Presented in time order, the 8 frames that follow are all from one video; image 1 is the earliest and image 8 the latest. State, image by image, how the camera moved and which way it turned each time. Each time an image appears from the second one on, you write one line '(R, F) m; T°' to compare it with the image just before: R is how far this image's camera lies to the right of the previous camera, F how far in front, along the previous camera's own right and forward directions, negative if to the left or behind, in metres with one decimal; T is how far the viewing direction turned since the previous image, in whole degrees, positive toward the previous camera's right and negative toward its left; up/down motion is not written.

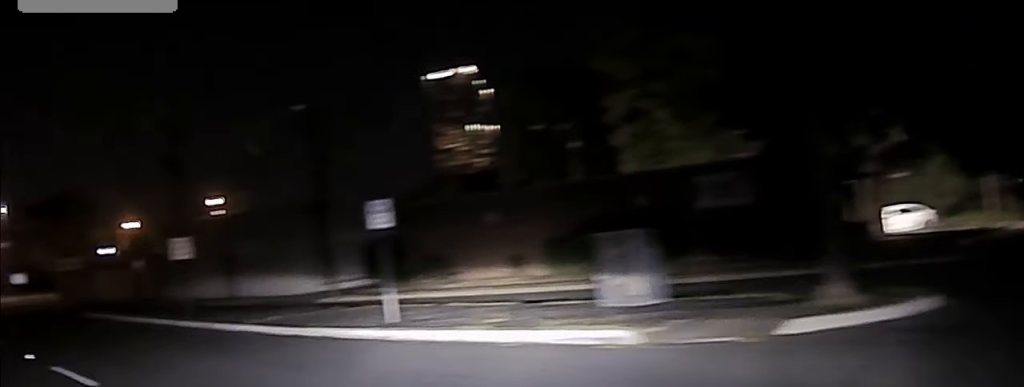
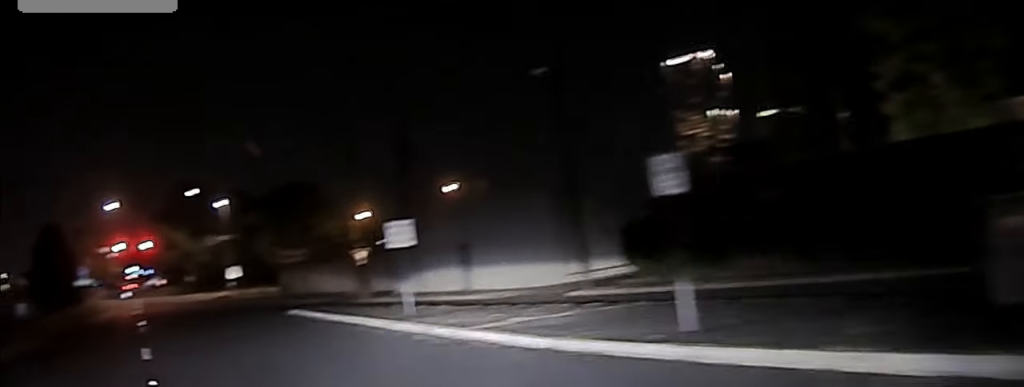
(-1.5, +7.5) m; -11°
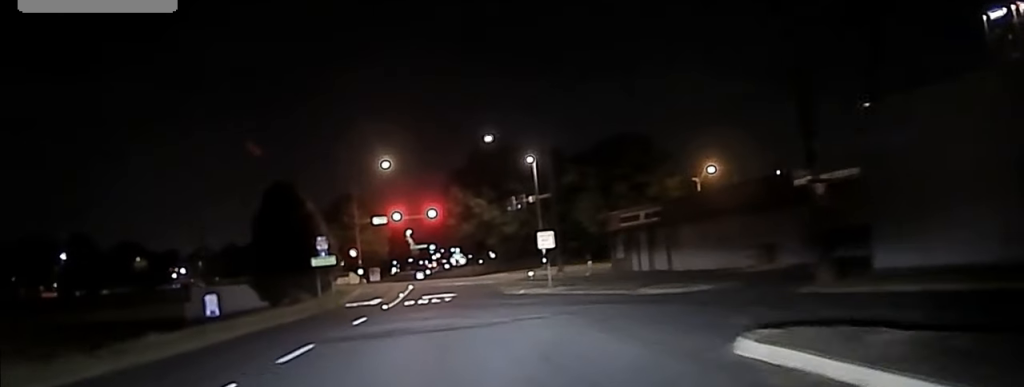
(-4.6, +27.0) m; -12°
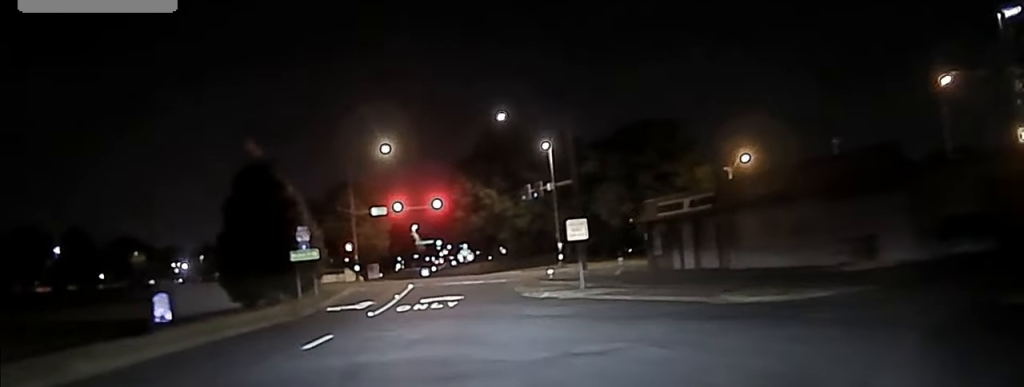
(0.0, +9.6) m; 0°
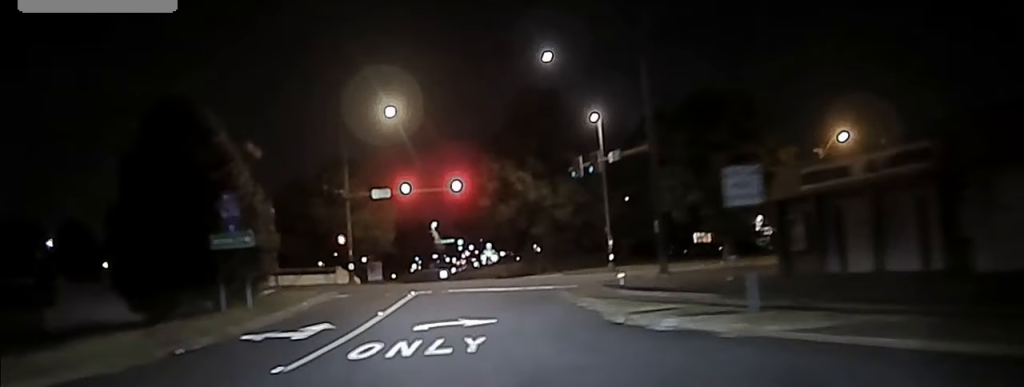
(0.0, +17.7) m; 0°
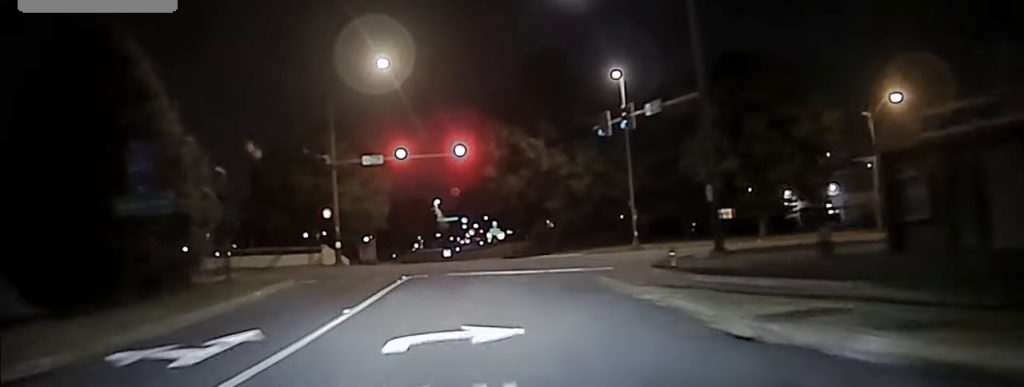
(0.0, +8.3) m; 0°
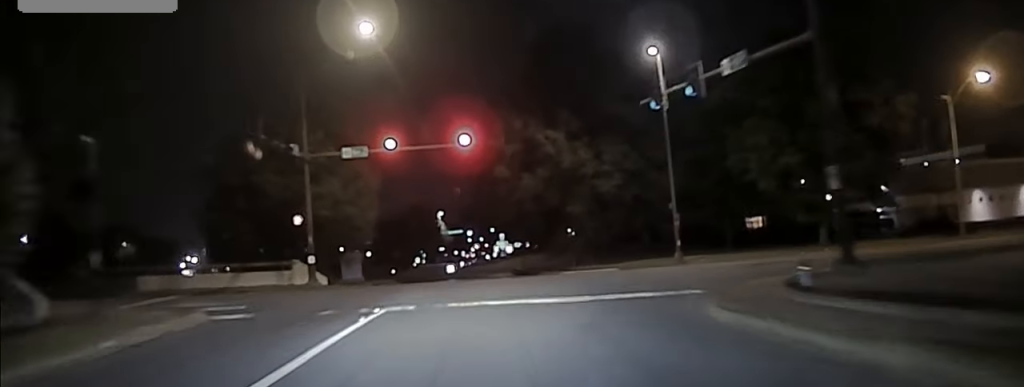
(0.0, +10.2) m; 0°
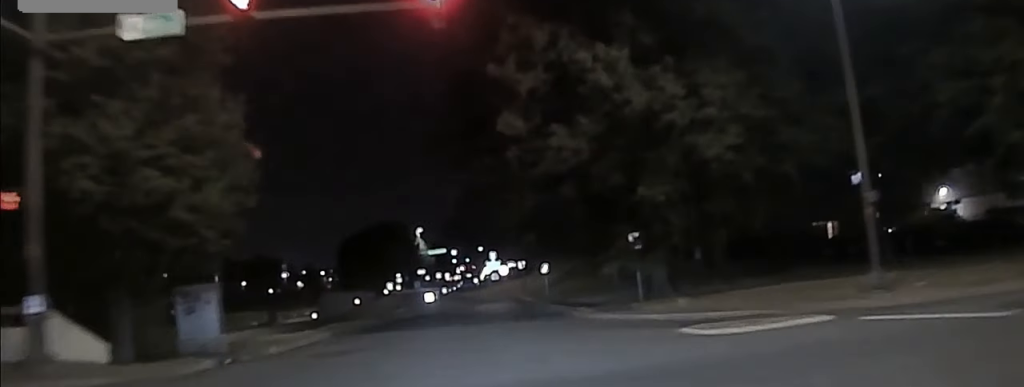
(0.0, +25.5) m; 0°
